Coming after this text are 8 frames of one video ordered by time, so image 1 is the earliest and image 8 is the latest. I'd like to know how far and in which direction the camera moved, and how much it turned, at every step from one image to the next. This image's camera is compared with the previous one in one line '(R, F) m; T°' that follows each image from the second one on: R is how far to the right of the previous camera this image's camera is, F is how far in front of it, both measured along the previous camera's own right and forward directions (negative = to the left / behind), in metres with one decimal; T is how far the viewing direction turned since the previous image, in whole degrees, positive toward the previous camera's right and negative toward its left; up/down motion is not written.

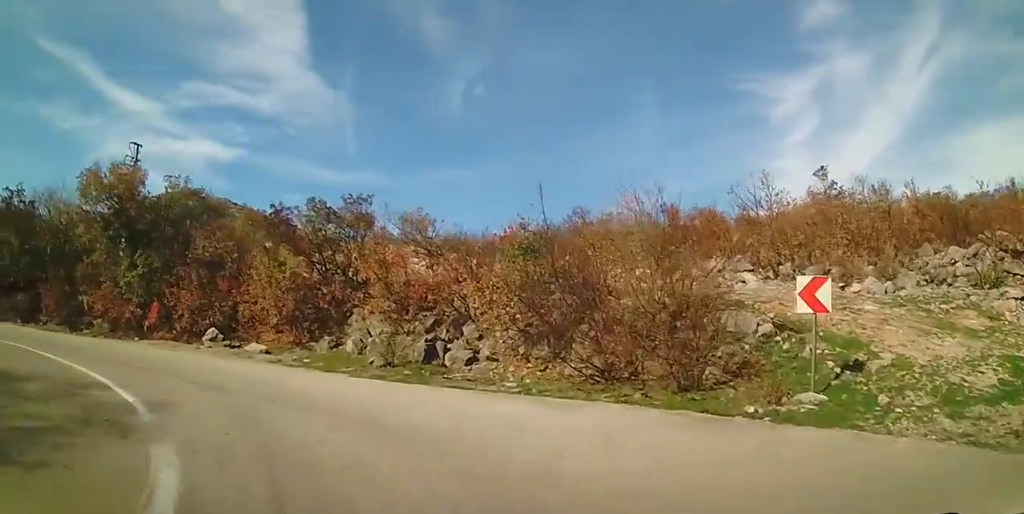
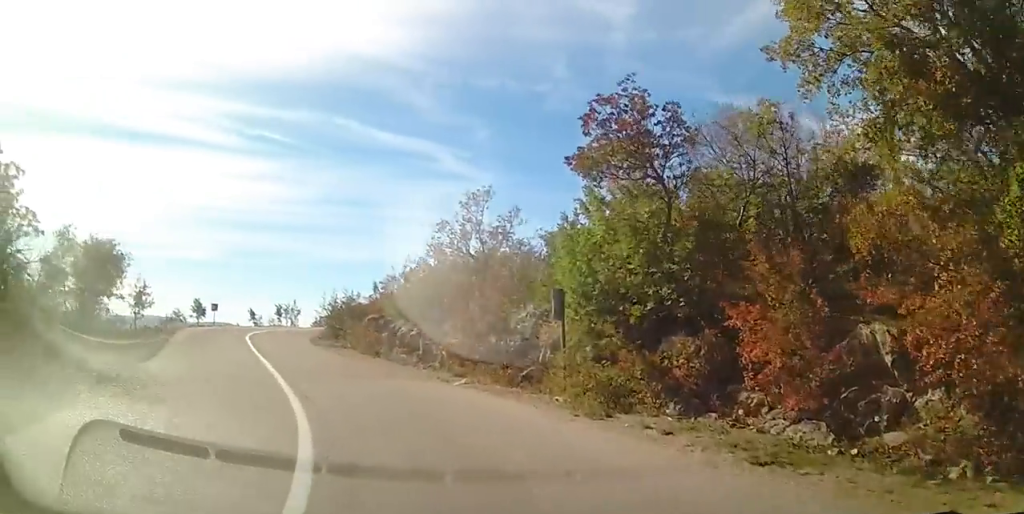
(-8.5, +9.7) m; -78°
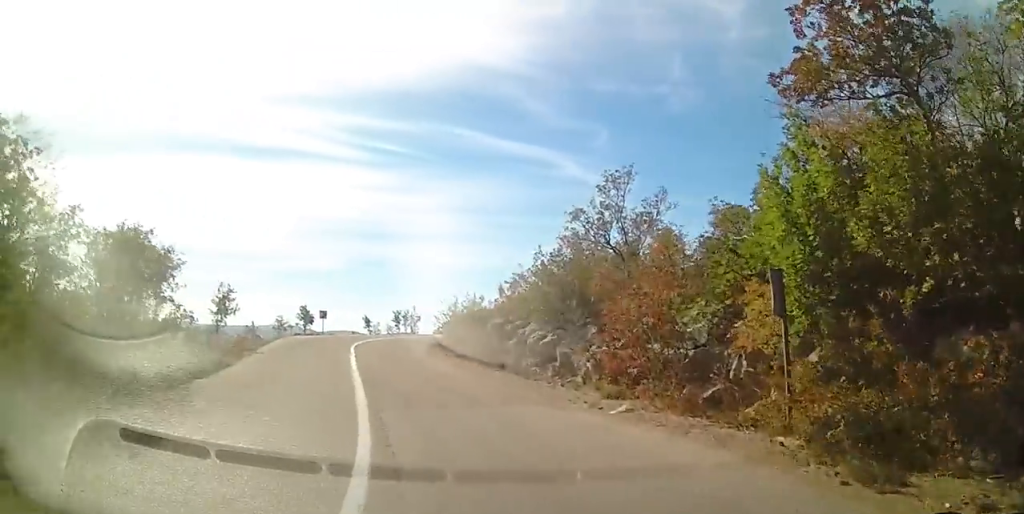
(-0.4, +3.3) m; -6°
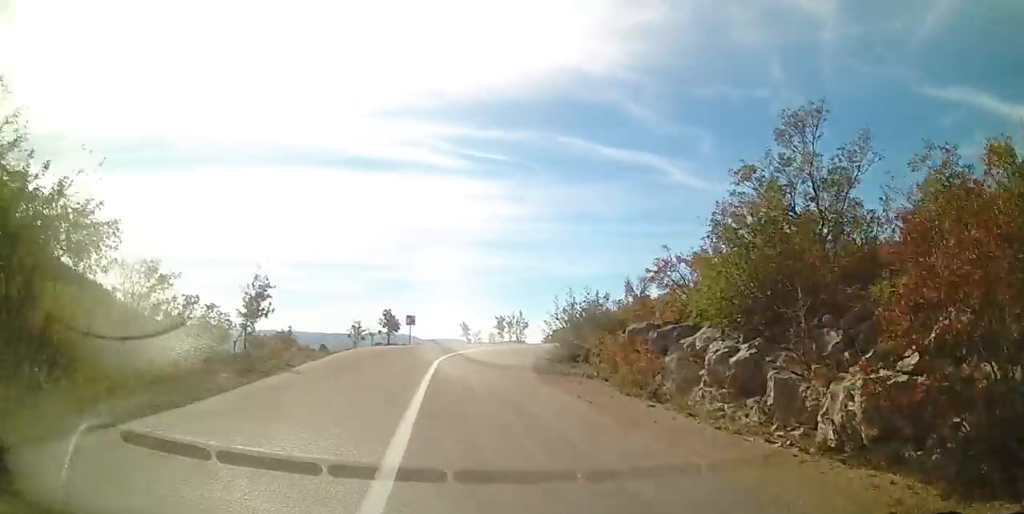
(-0.4, +5.5) m; -8°
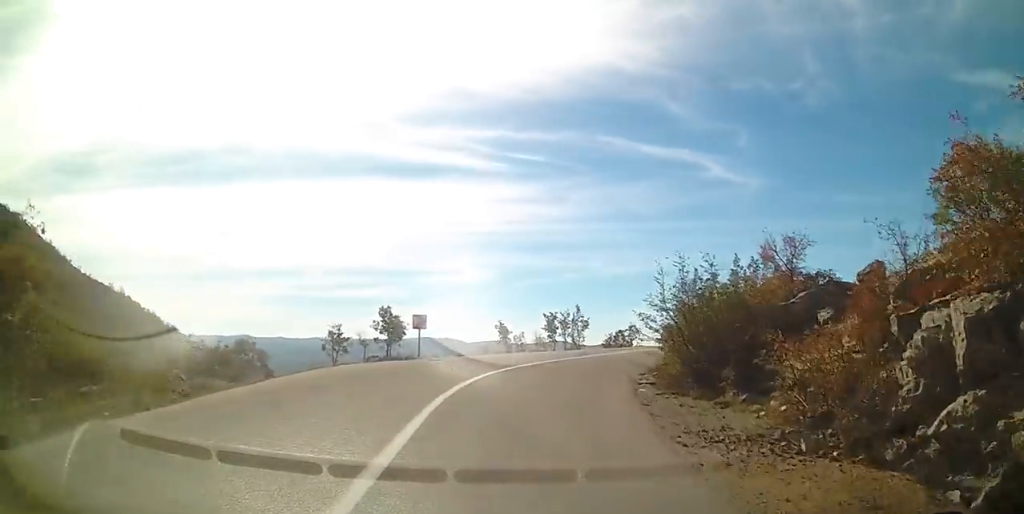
(-0.8, +9.5) m; -4°
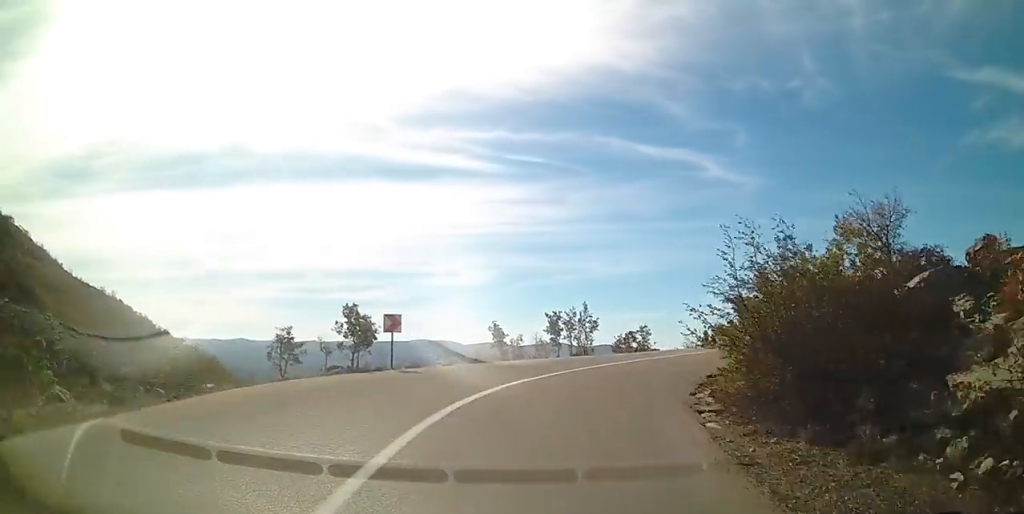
(-0.1, +4.0) m; +1°
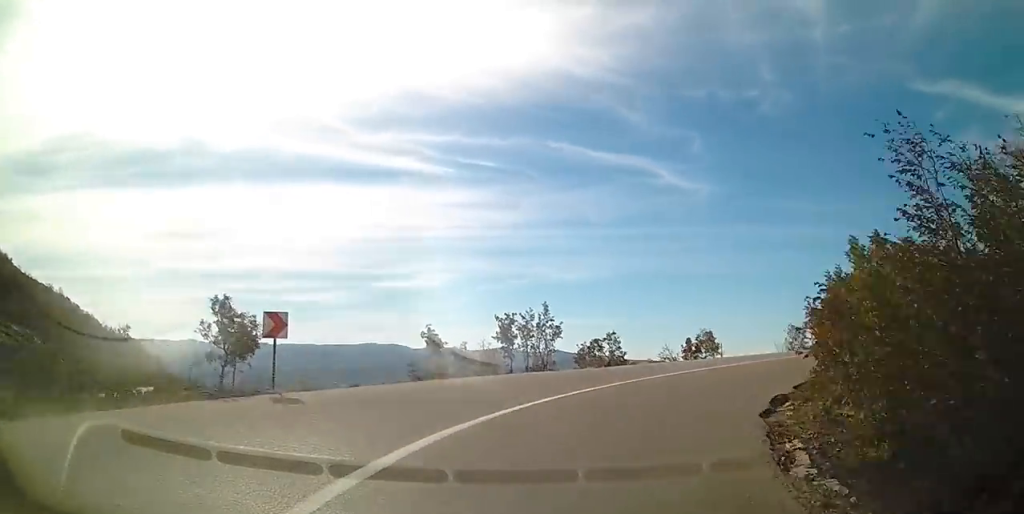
(+0.1, +5.0) m; +4°
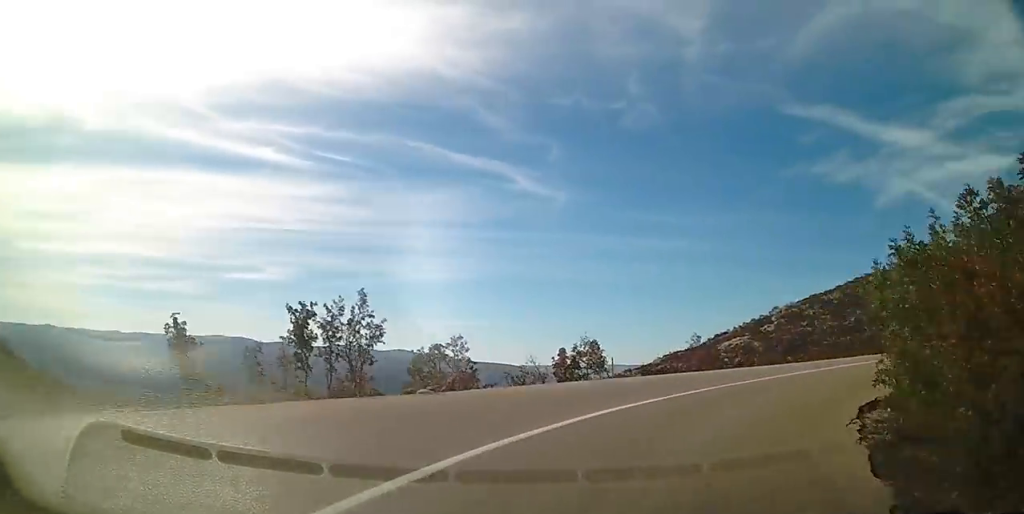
(+0.3, +6.6) m; +13°
